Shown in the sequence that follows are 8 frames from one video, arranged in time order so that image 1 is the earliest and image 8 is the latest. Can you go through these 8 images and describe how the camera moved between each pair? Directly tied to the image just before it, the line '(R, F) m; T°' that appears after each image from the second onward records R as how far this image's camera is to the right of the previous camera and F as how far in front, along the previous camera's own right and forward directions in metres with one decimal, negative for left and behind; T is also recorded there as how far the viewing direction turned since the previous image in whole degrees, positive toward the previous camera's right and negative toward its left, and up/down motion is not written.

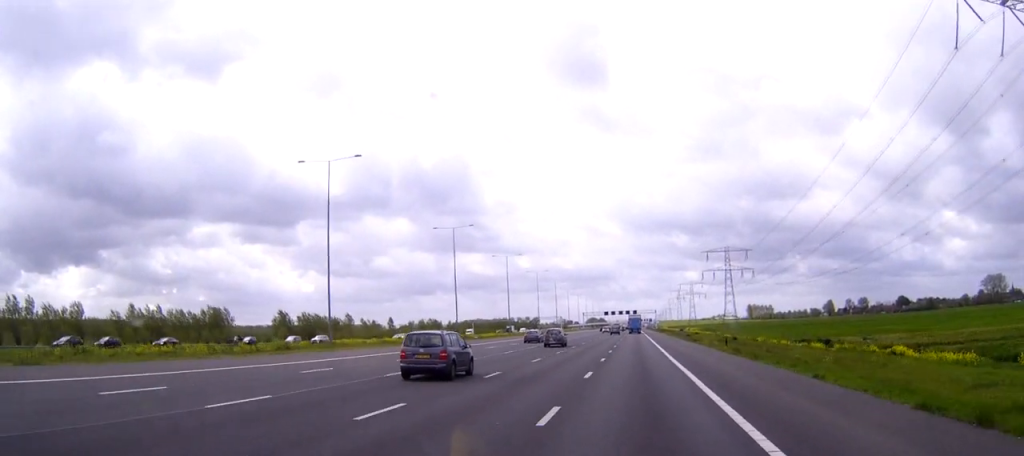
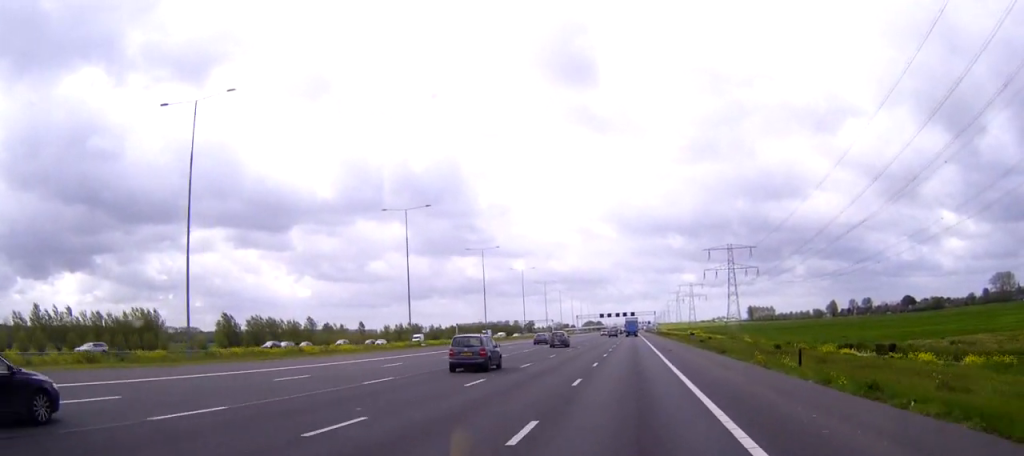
(+0.1, +25.8) m; 0°
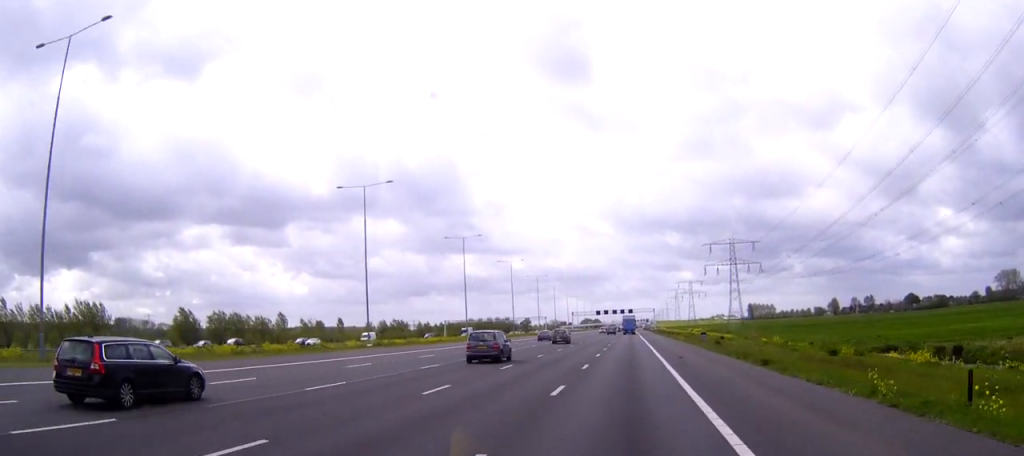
(0.0, +16.1) m; 0°
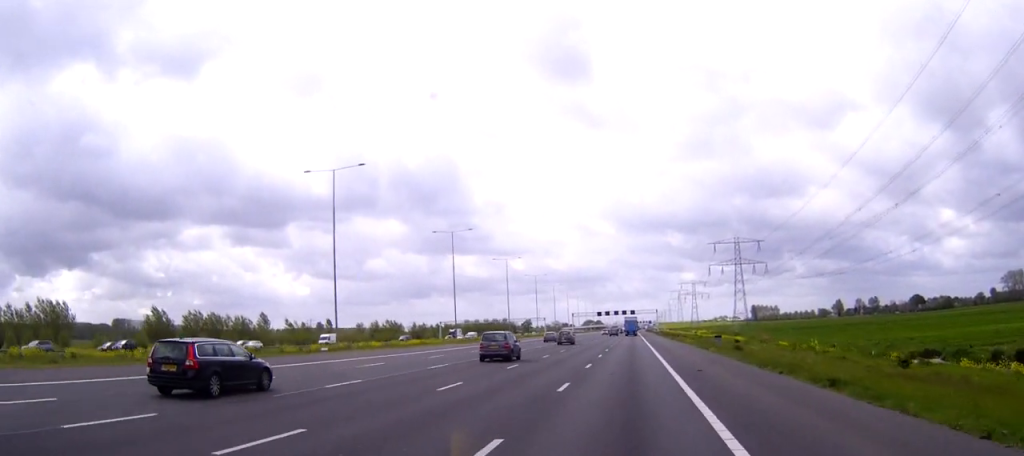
(0.0, +10.5) m; 0°
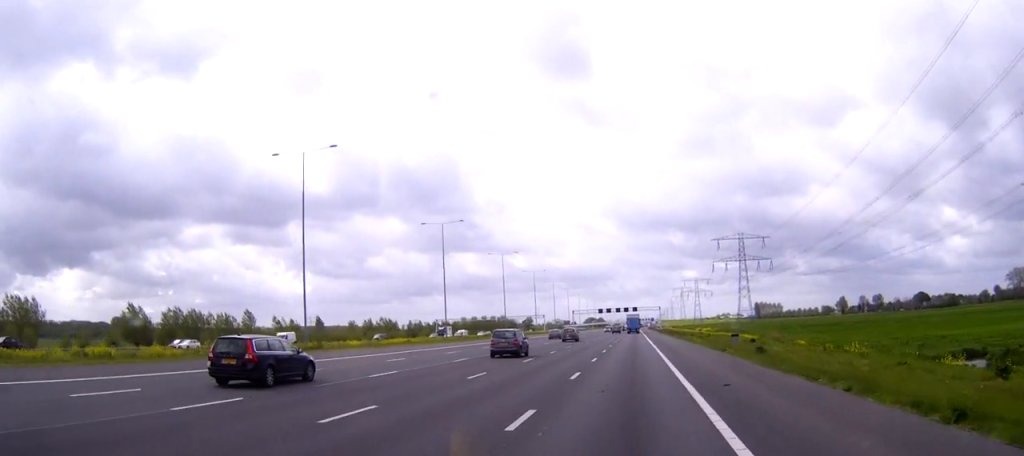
(0.0, +8.4) m; 0°
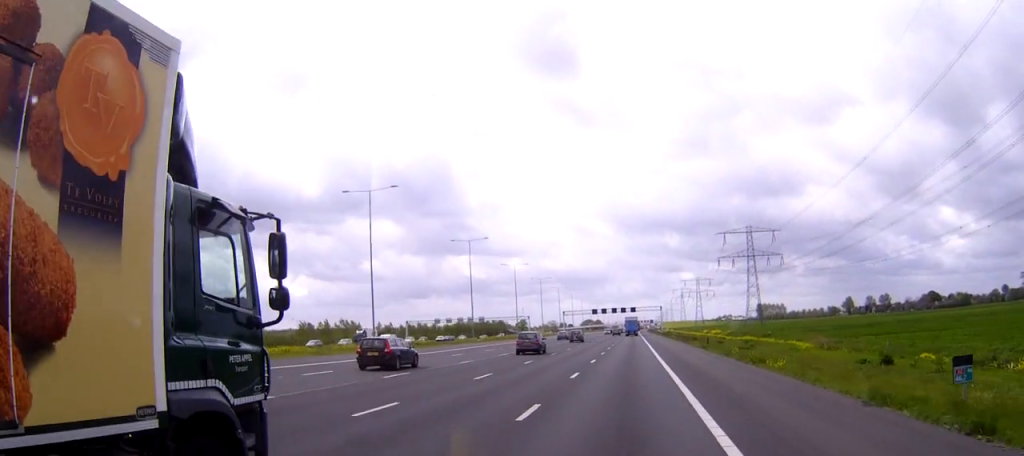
(0.0, +34.3) m; 0°
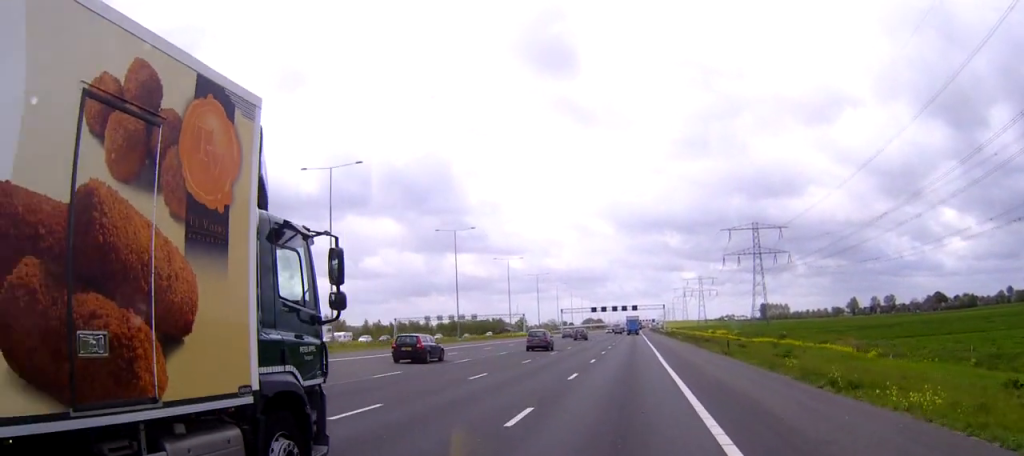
(0.0, +13.3) m; 0°
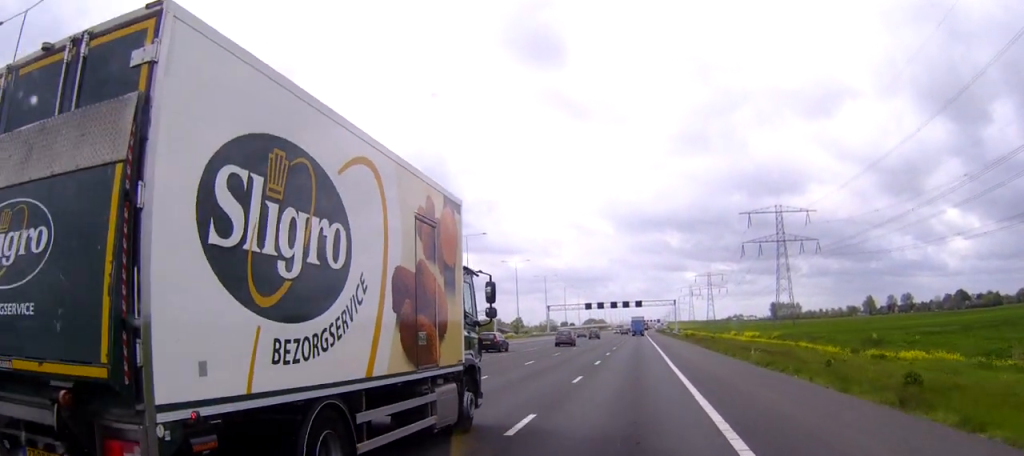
(-0.2, +49.5) m; 0°
